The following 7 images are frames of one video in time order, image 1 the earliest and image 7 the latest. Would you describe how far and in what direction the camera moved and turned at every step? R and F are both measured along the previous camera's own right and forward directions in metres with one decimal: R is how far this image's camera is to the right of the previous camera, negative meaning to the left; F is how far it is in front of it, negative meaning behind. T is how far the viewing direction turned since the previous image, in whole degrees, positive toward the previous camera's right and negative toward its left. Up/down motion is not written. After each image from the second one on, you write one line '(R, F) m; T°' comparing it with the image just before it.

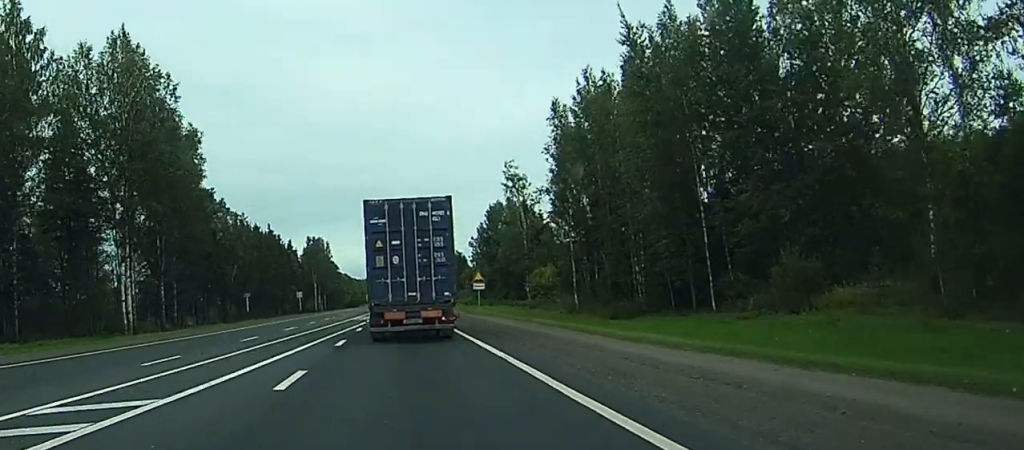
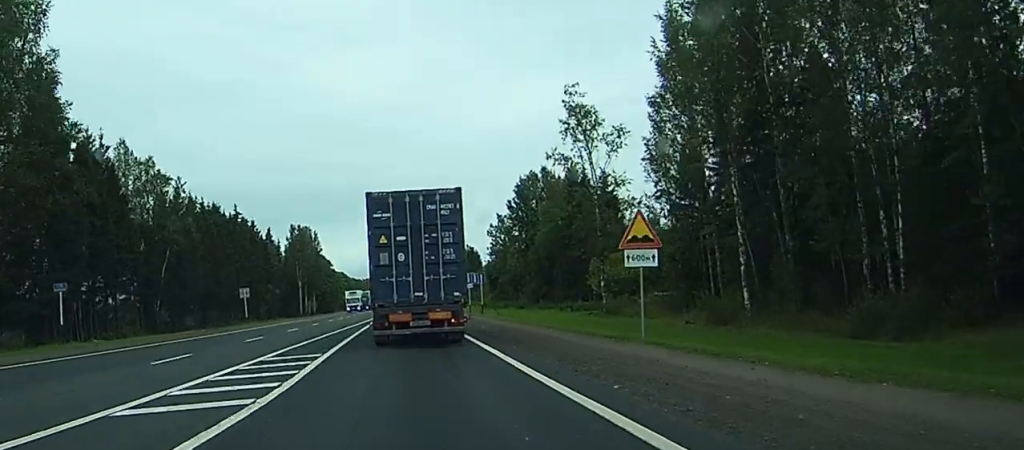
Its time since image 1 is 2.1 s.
(0.0, +47.5) m; 0°
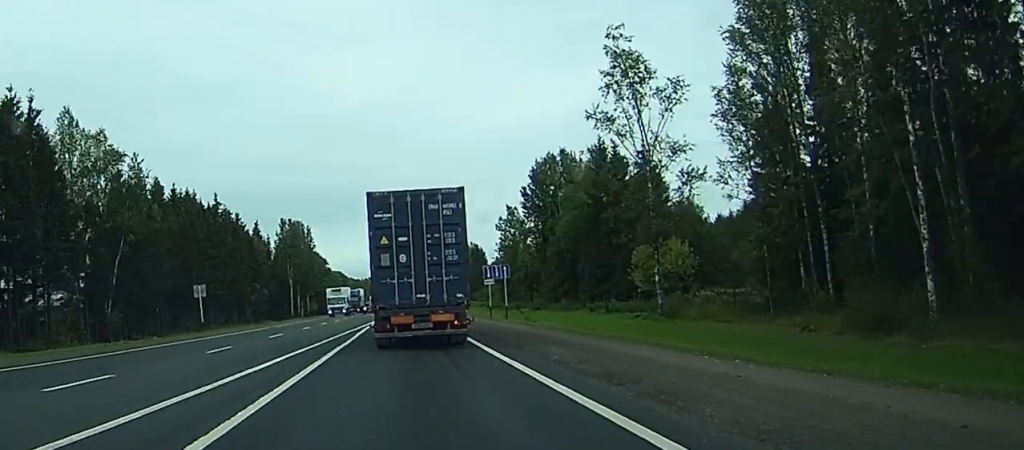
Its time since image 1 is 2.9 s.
(0.0, +18.4) m; 0°
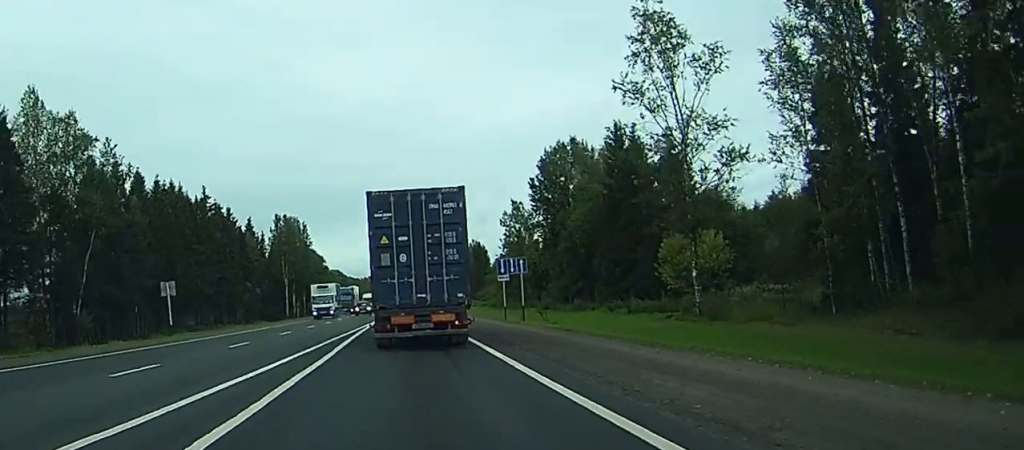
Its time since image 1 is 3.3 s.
(0.0, +8.8) m; 0°
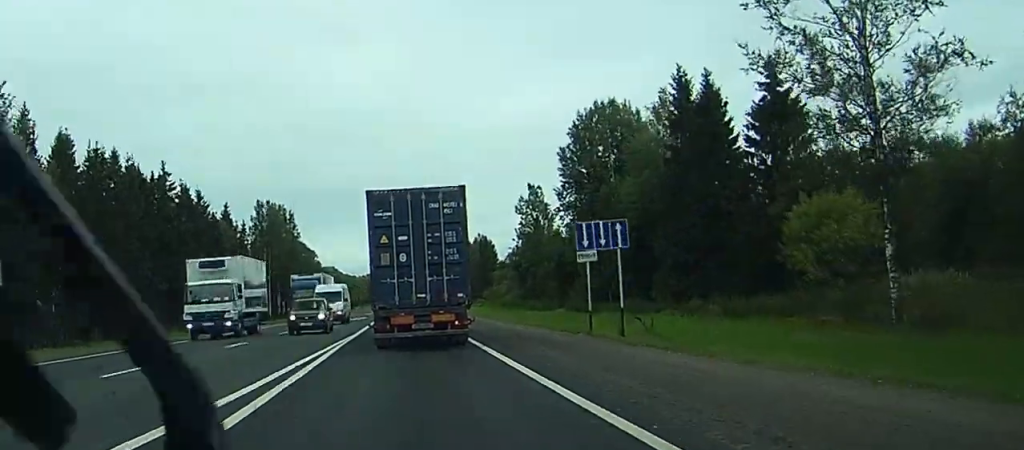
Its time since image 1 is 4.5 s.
(-0.1, +24.5) m; -1°
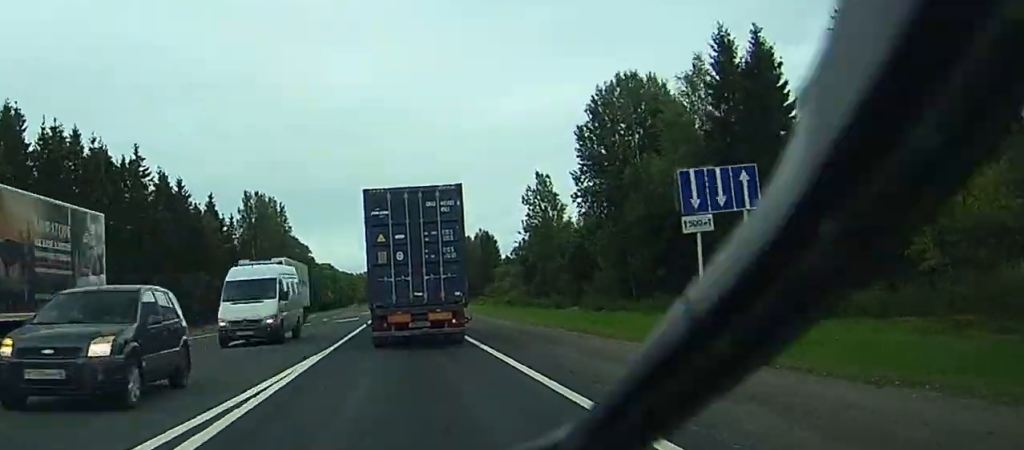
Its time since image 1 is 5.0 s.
(-0.1, +11.4) m; 0°
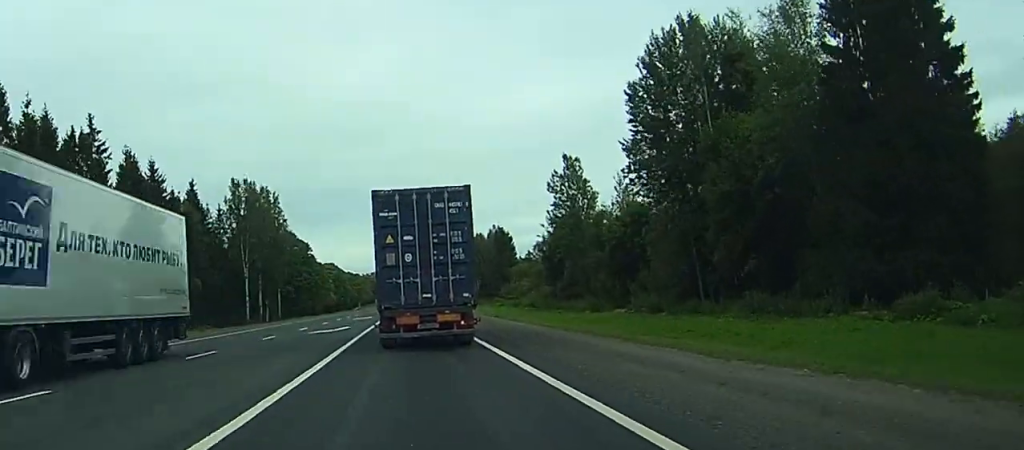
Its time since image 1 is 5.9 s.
(-0.1, +18.5) m; 0°
